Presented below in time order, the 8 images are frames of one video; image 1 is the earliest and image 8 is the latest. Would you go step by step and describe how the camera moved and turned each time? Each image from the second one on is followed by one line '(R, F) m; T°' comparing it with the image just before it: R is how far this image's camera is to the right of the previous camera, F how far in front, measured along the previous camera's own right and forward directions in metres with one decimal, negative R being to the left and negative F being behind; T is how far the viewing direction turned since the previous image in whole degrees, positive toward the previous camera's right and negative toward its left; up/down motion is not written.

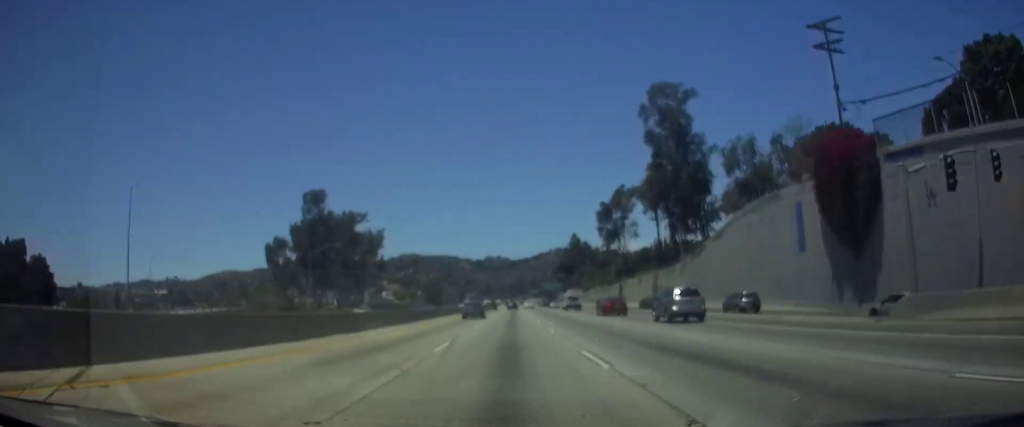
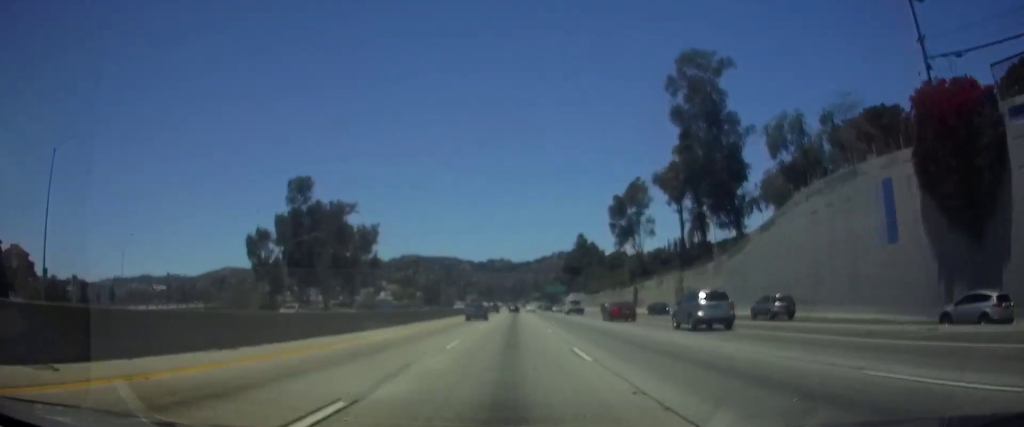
(+0.1, +12.4) m; 0°
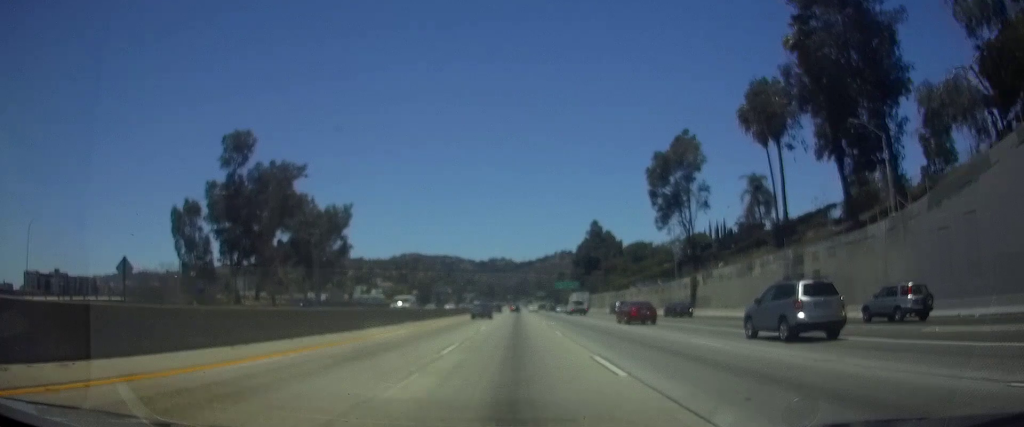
(-0.1, +32.8) m; 0°
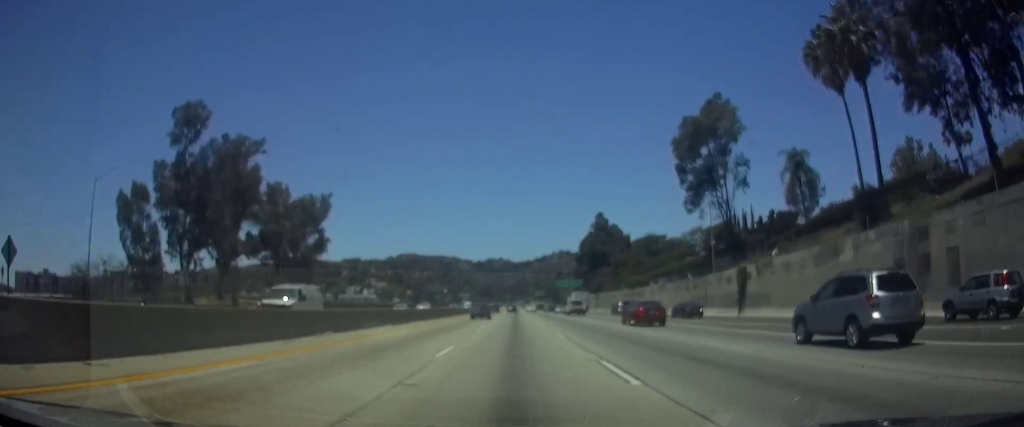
(+0.1, +16.1) m; 0°
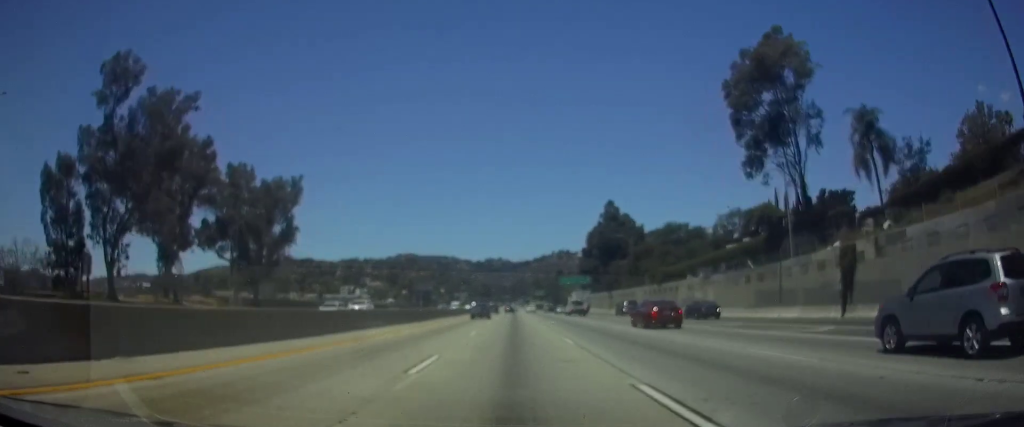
(0.0, +18.9) m; 0°
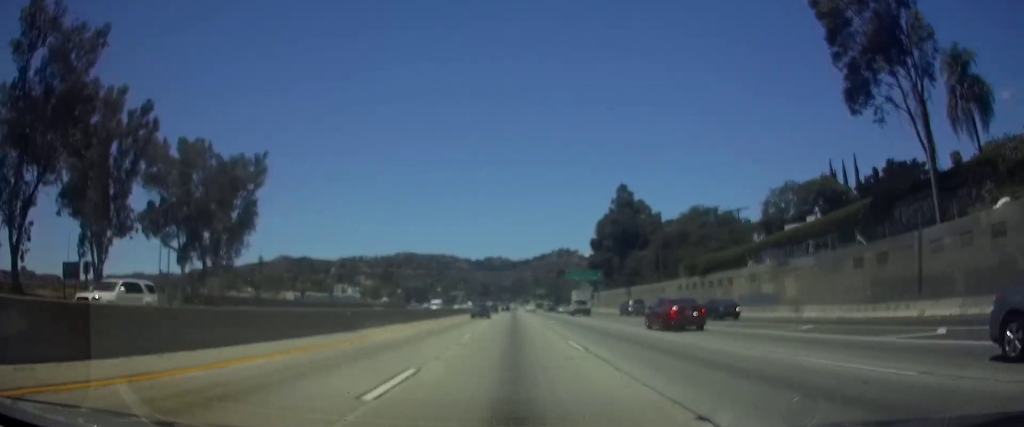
(0.0, +18.1) m; 0°
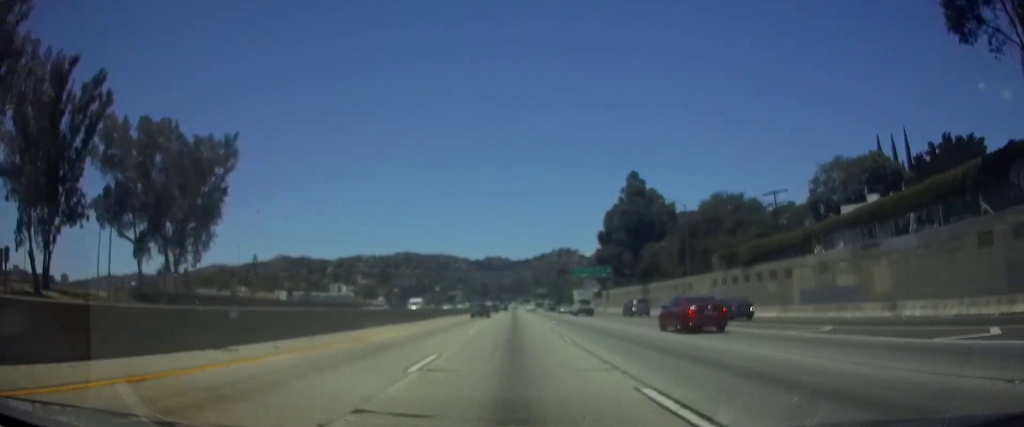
(0.0, +11.8) m; 0°
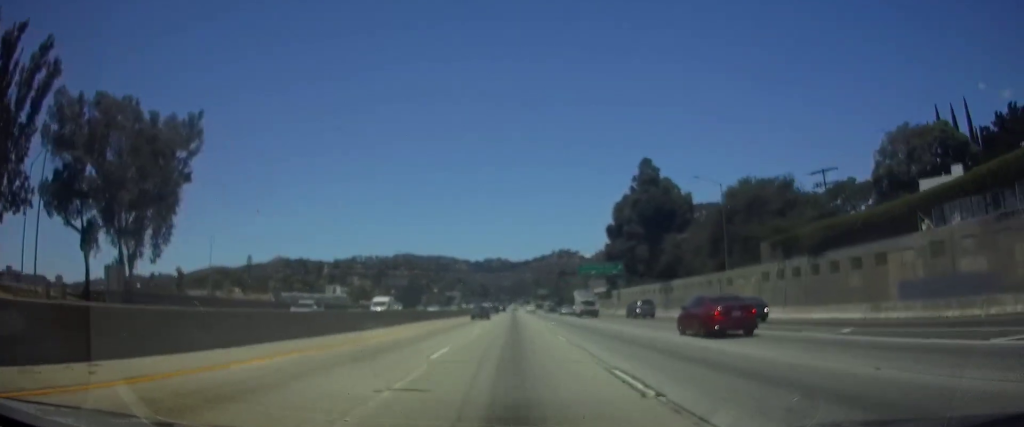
(0.0, +11.8) m; 0°
